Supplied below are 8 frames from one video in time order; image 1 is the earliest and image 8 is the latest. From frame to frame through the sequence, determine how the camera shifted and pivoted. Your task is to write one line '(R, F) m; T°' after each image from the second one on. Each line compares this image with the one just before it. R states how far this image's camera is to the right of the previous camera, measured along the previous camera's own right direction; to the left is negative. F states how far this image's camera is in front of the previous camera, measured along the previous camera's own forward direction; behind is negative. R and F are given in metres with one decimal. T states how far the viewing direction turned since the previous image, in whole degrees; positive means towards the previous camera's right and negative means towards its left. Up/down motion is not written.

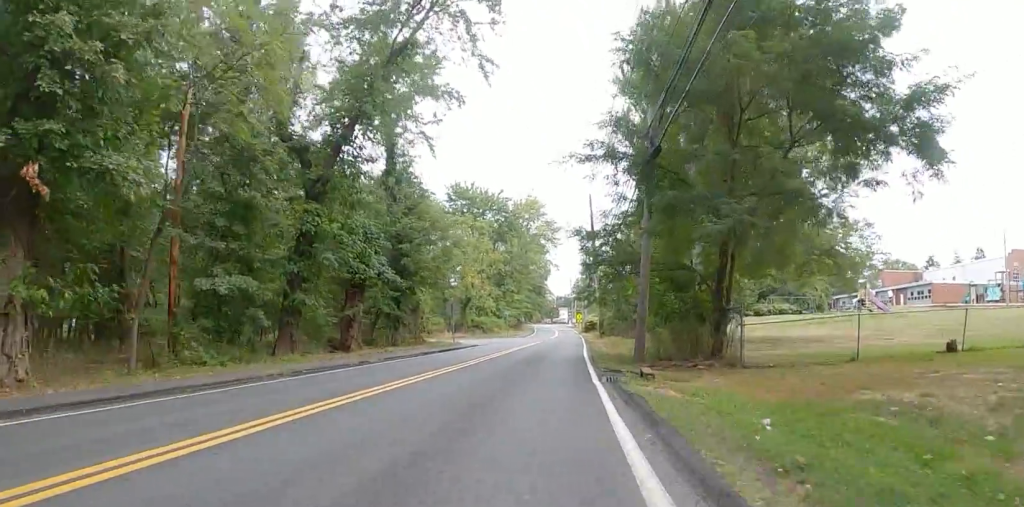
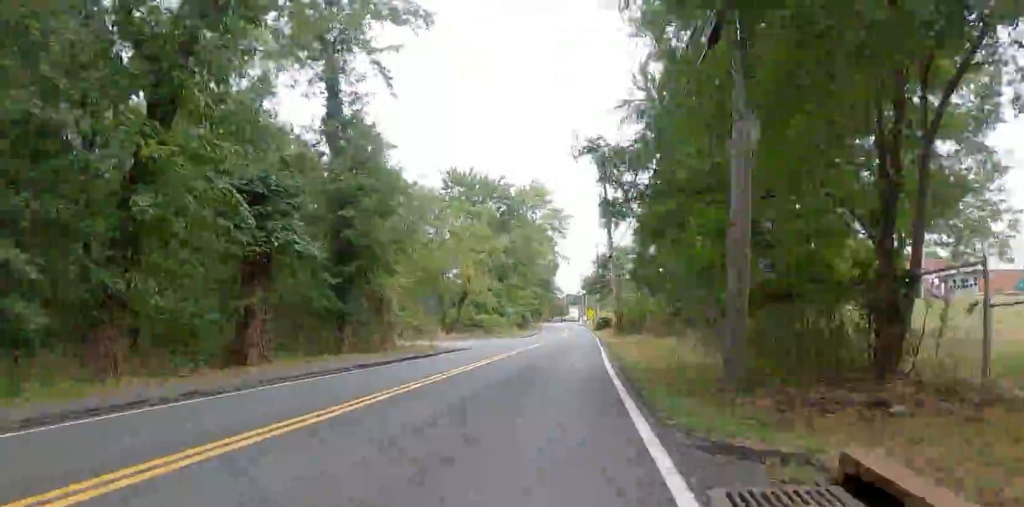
(0.0, +8.6) m; 0°
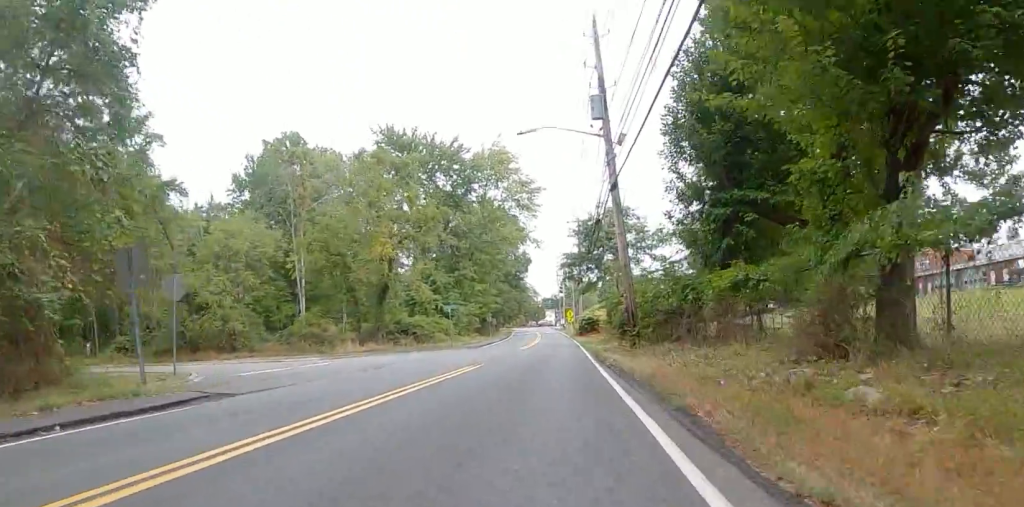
(0.0, +19.5) m; 0°
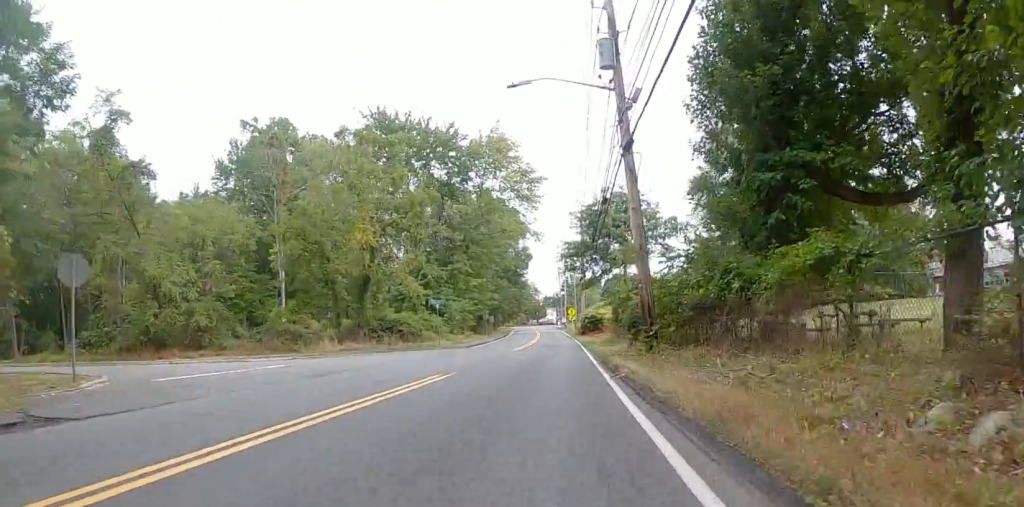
(0.0, +4.2) m; 0°
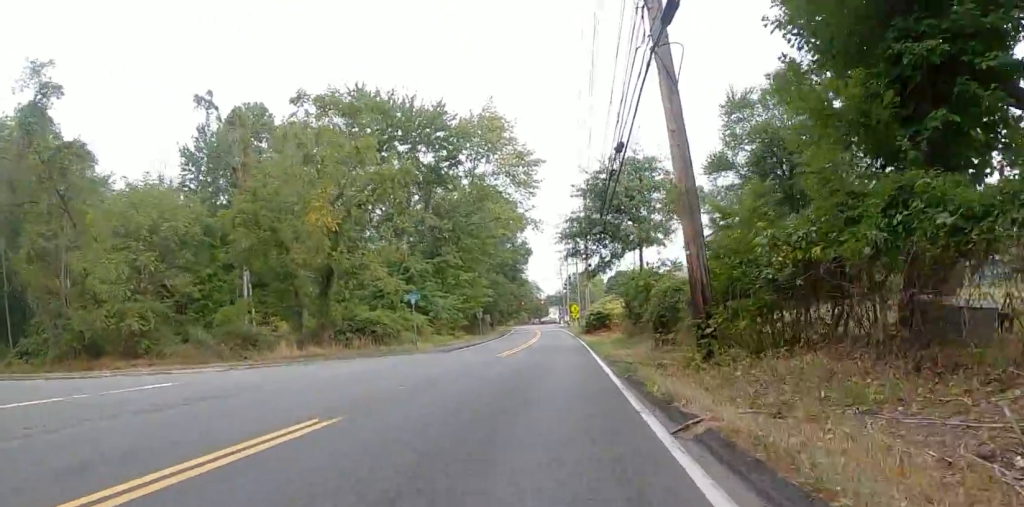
(0.0, +6.4) m; 0°
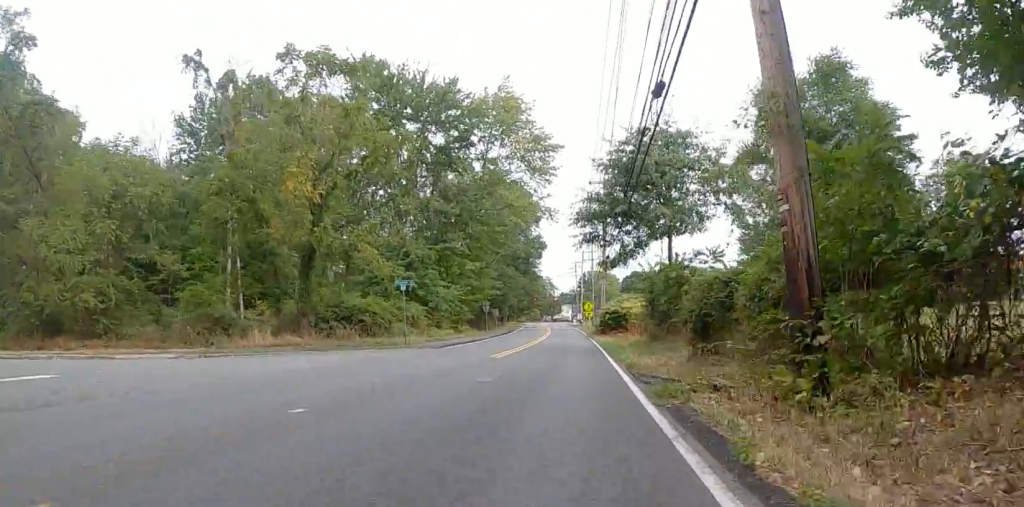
(0.0, +4.0) m; 0°
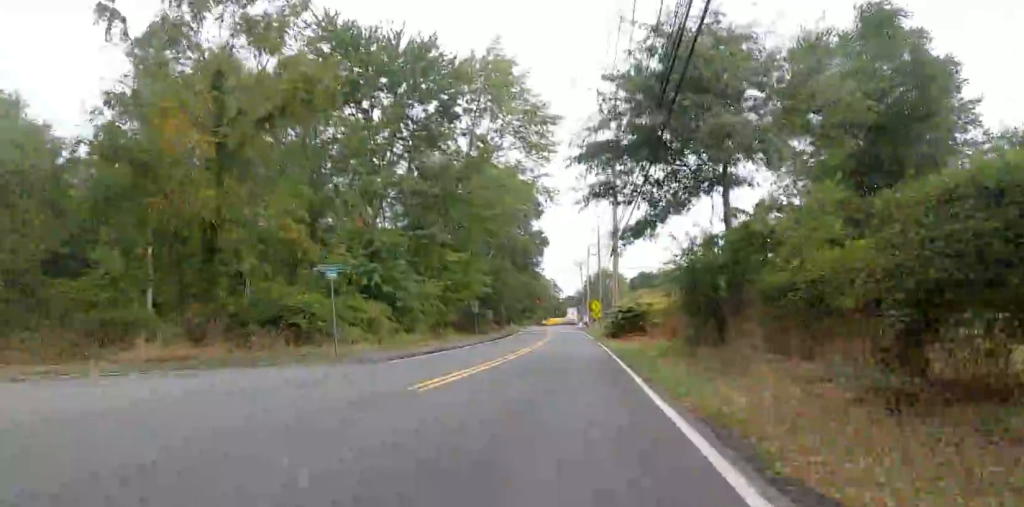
(0.0, +8.1) m; +1°
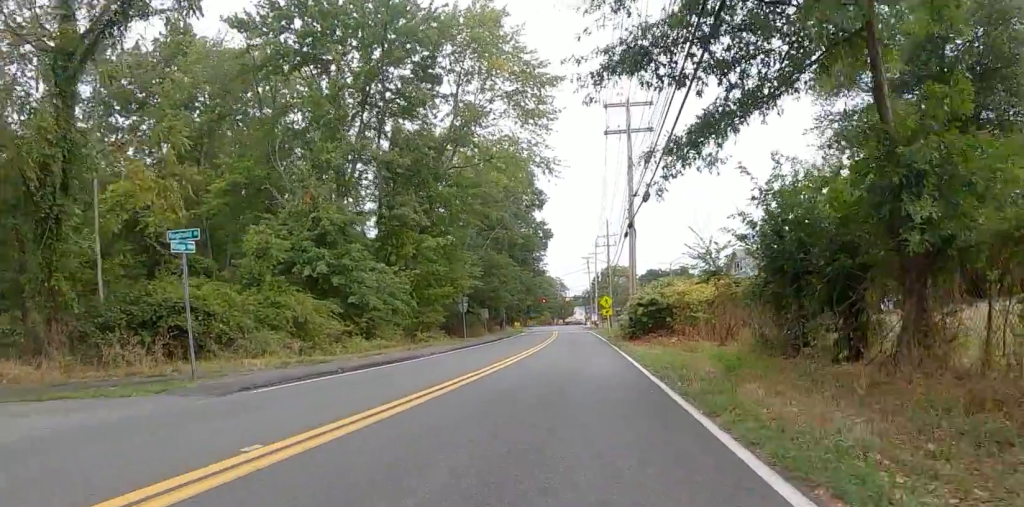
(+0.1, +7.2) m; +4°
